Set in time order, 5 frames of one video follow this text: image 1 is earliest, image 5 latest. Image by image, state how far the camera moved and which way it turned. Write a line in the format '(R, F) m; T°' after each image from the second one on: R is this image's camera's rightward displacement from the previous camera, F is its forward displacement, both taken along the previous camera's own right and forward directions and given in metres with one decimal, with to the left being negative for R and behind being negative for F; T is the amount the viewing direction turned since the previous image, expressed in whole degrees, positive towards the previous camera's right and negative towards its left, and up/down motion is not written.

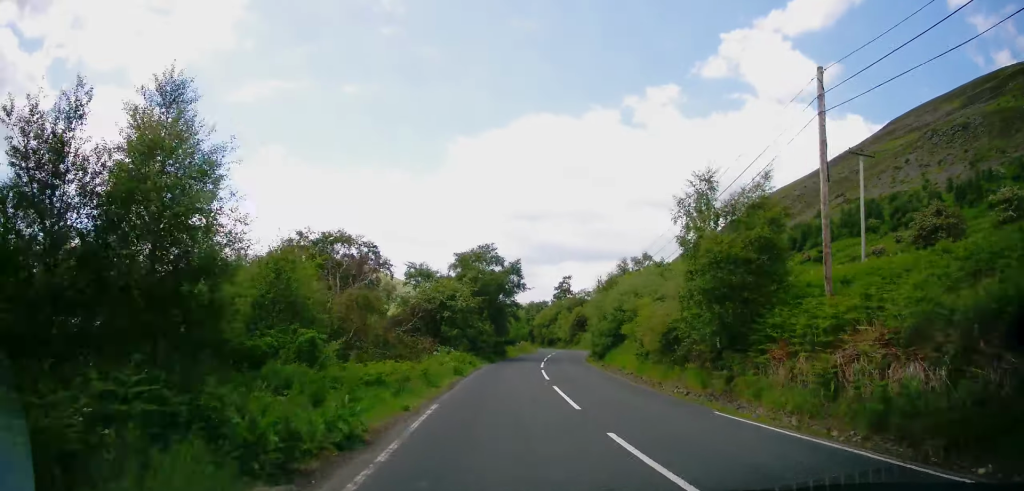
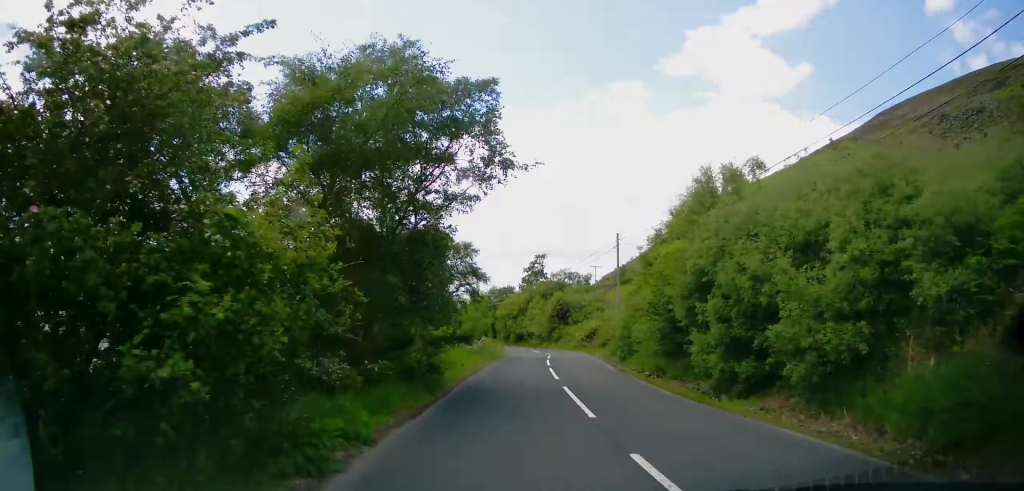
(-0.2, +27.2) m; +2°
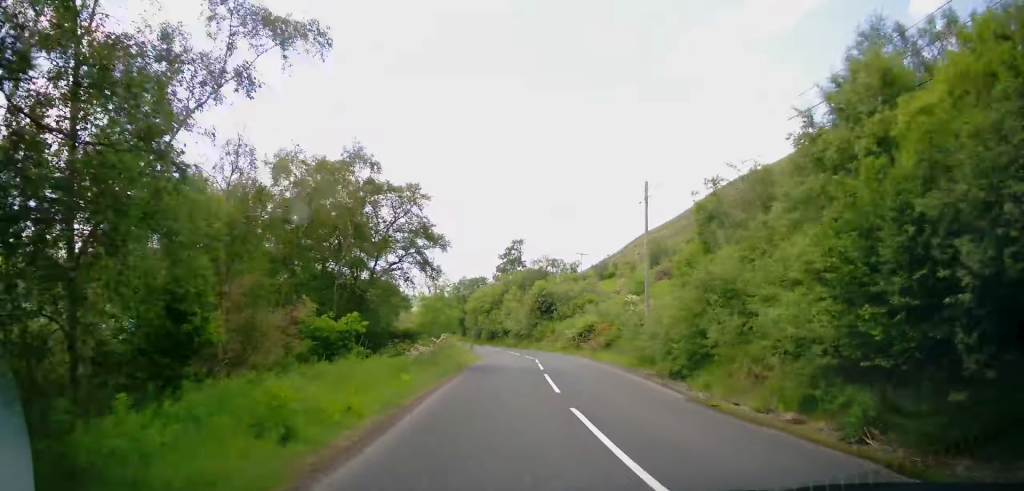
(+0.4, +13.6) m; +3°
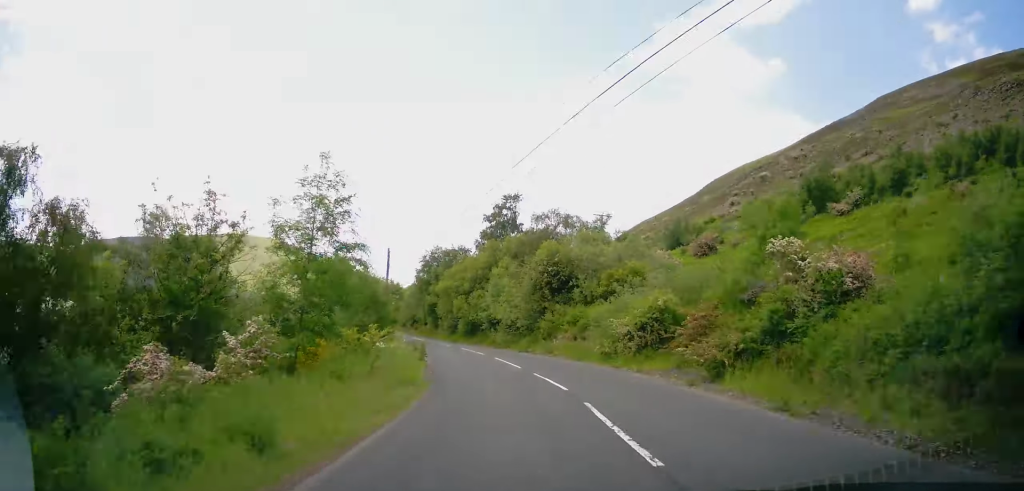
(+0.8, +25.6) m; 0°
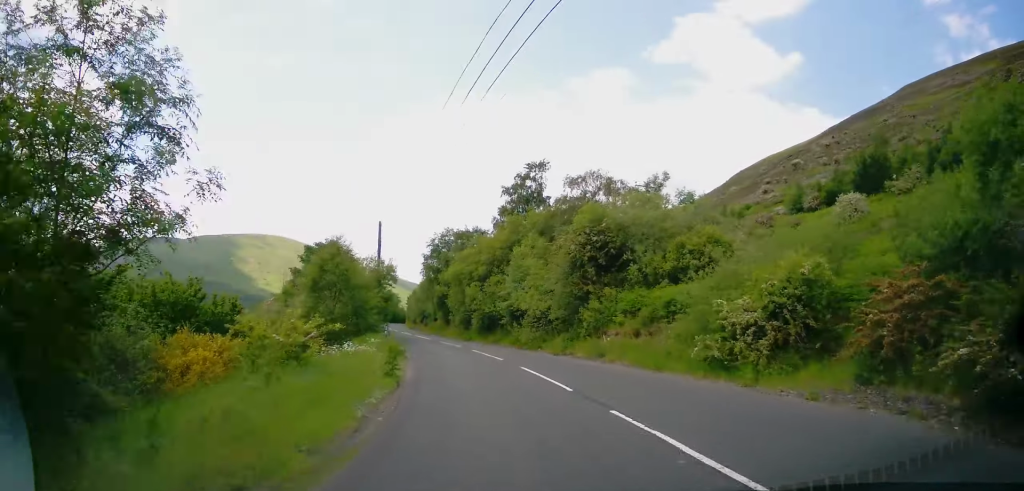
(-0.3, +11.2) m; -2°
